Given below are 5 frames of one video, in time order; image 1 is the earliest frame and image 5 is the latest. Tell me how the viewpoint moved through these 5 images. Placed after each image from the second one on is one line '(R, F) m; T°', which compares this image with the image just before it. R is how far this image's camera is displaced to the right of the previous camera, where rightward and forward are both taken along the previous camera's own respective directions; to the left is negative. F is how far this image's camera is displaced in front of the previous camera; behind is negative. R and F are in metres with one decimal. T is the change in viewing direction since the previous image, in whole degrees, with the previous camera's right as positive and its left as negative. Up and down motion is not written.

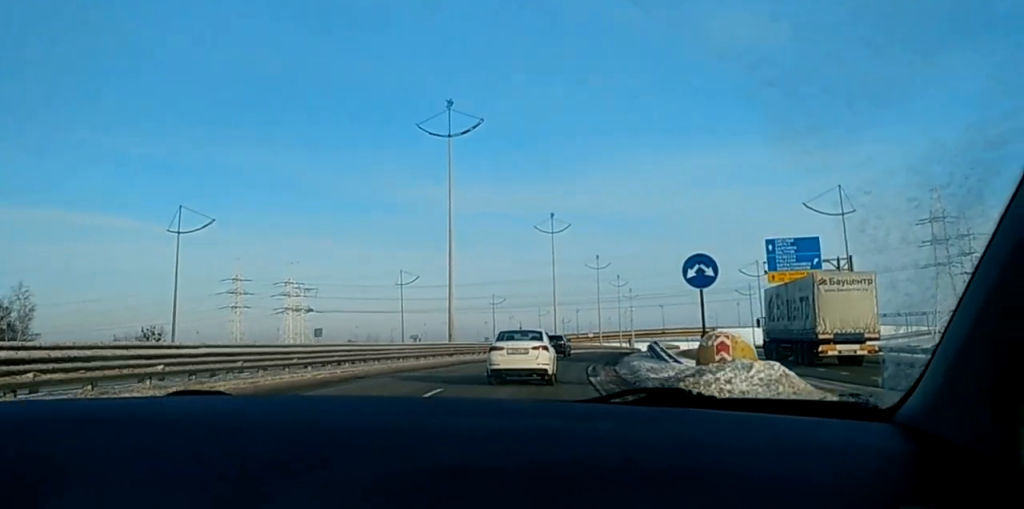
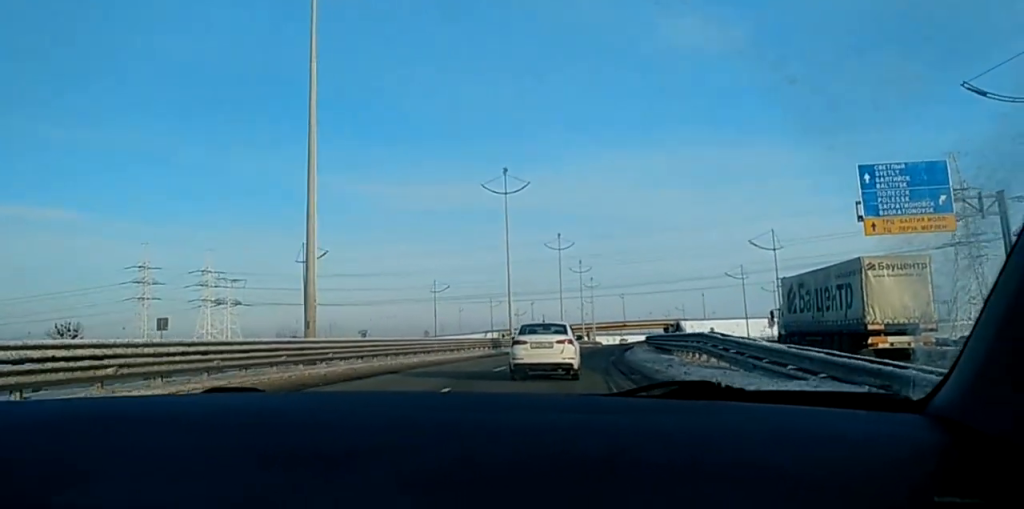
(+0.9, +25.9) m; +5°
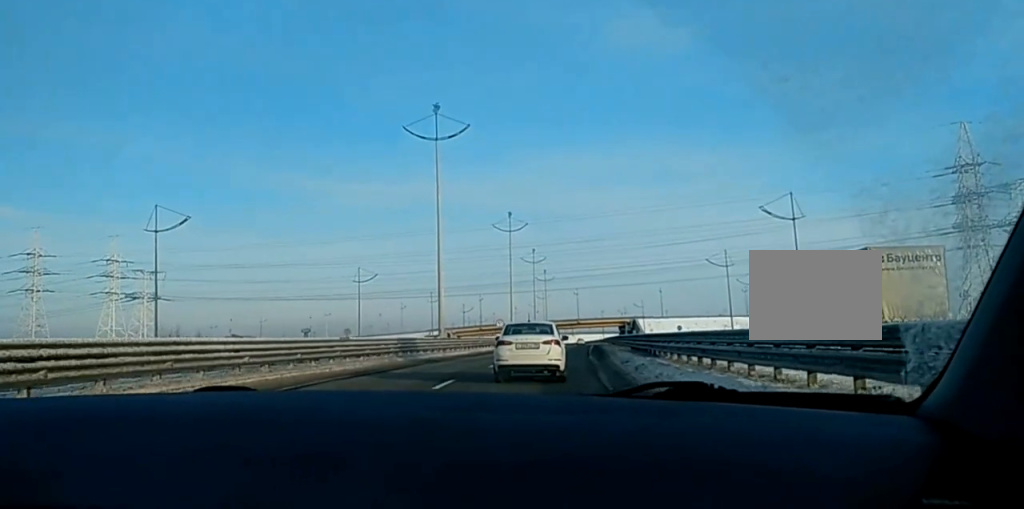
(+1.1, +21.1) m; +6°
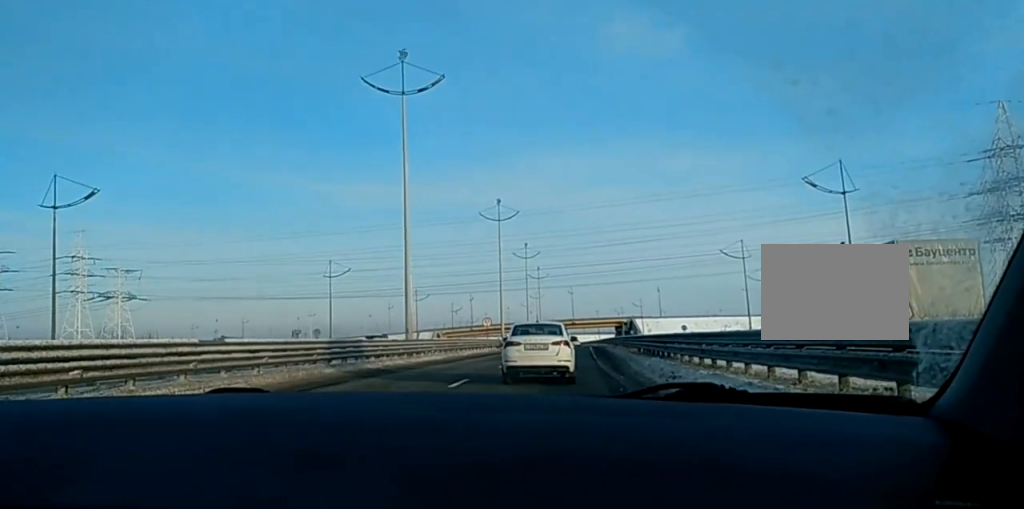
(+0.2, +11.2) m; +1°
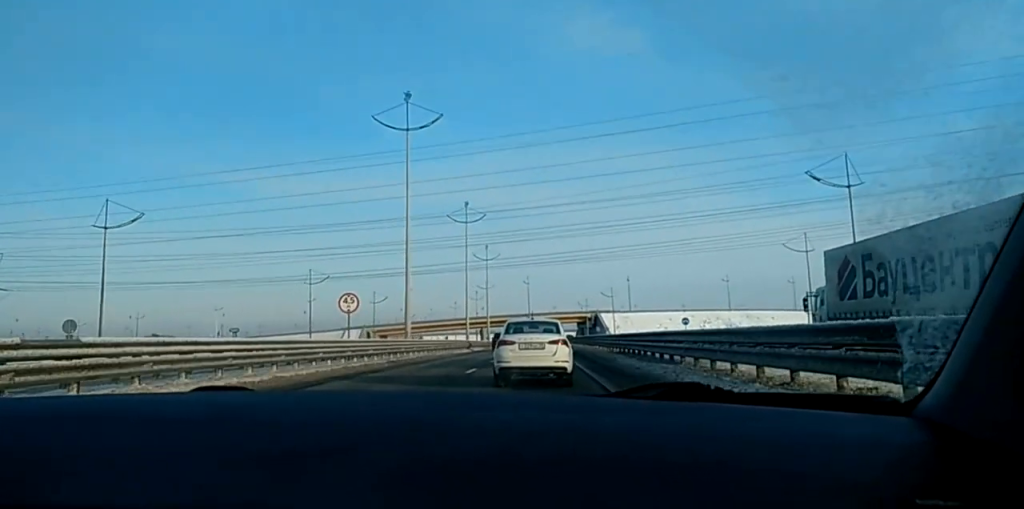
(+0.4, +40.3) m; +1°
